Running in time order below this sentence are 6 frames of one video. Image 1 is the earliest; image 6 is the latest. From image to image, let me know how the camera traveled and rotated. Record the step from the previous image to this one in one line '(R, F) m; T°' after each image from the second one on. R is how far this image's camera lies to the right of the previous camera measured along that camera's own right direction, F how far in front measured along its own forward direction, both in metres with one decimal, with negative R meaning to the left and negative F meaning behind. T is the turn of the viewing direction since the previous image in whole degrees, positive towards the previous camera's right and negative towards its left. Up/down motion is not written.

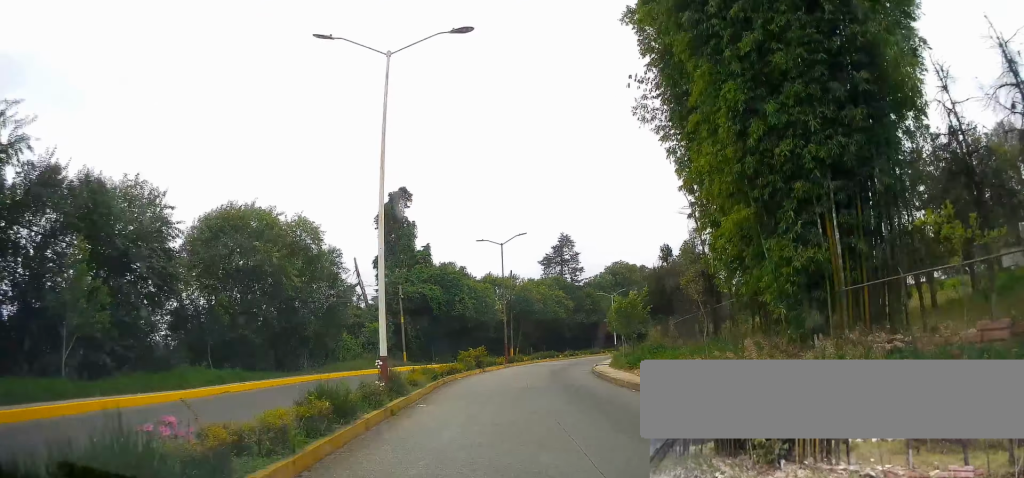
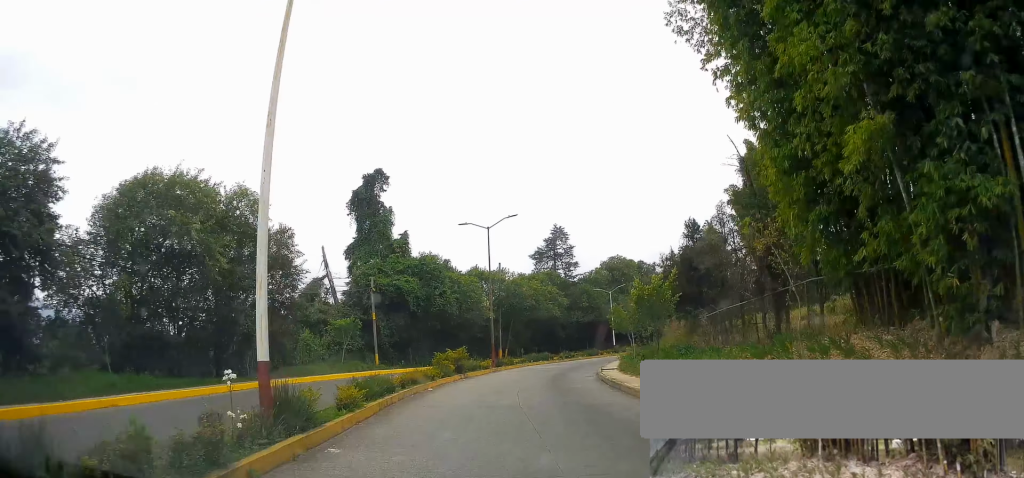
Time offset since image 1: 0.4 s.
(-0.4, +6.7) m; -1°
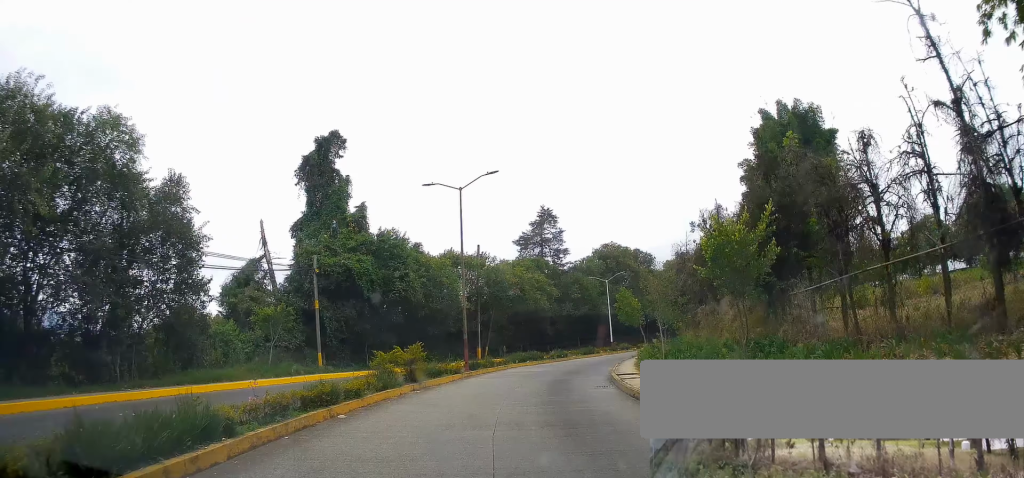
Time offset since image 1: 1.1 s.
(-0.1, +9.8) m; +1°
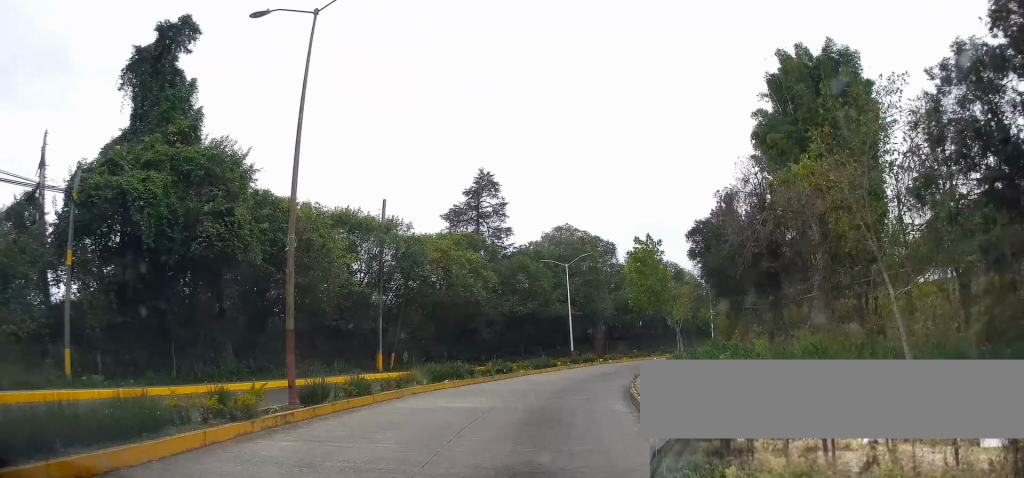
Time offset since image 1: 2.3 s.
(+0.8, +18.6) m; +7°
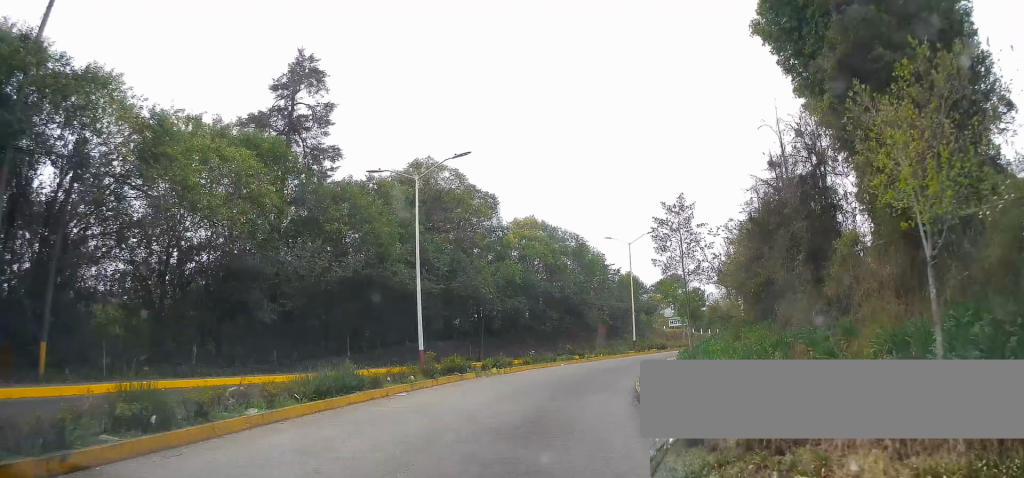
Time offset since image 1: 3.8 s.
(+2.0, +21.3) m; +9°
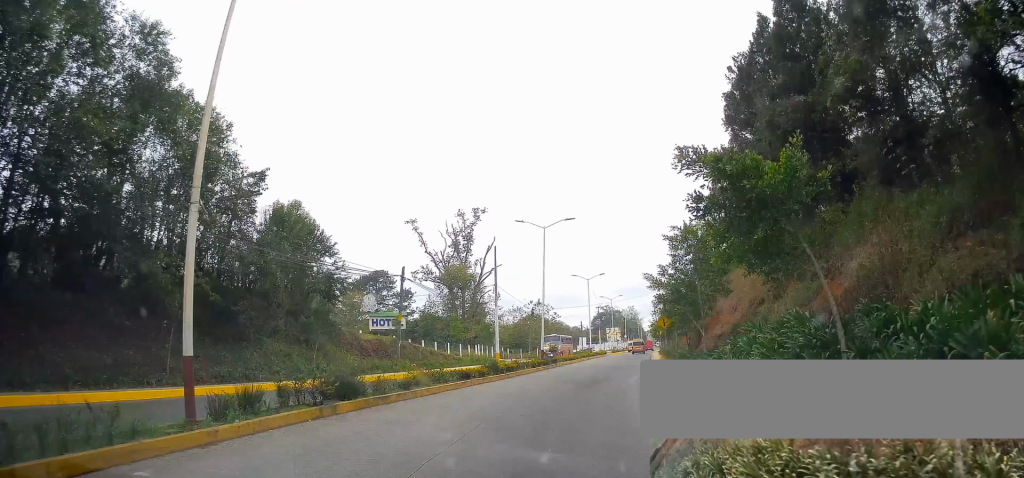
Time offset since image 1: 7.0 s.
(+9.3, +39.8) m; +28°
